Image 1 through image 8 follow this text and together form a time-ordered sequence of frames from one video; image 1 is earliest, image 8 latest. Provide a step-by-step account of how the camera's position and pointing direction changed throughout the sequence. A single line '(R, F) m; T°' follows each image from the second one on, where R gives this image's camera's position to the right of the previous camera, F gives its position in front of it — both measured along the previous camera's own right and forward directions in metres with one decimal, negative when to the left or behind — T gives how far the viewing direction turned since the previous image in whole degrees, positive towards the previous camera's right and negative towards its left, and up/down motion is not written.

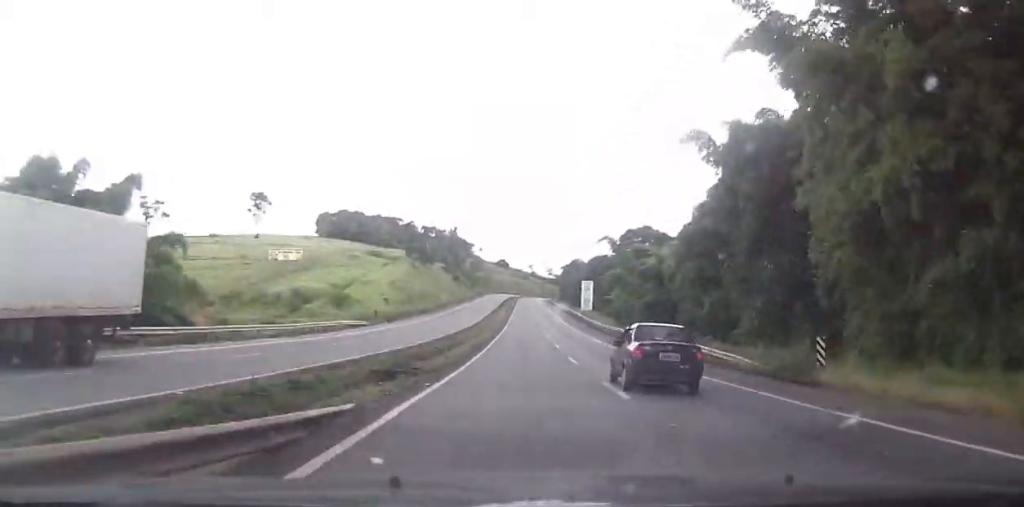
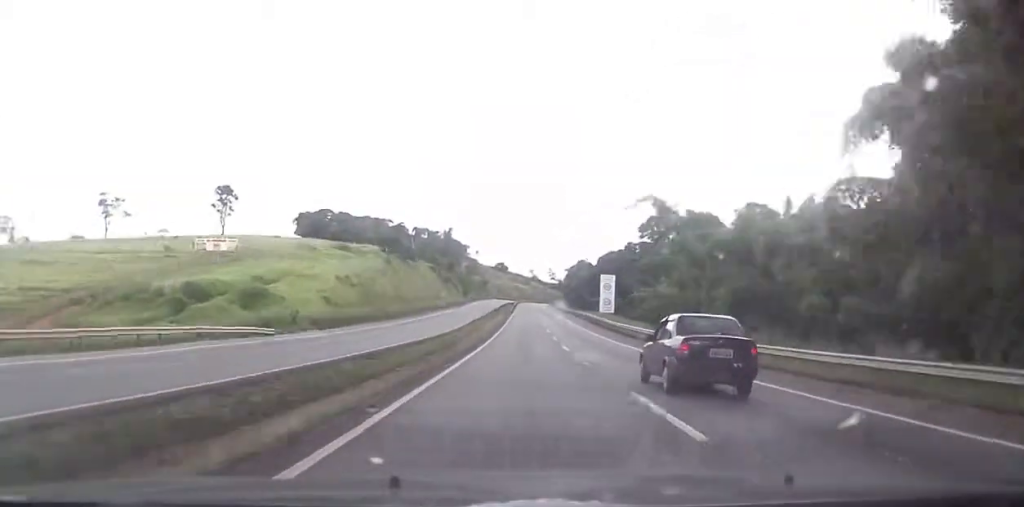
(-0.2, +28.8) m; 0°
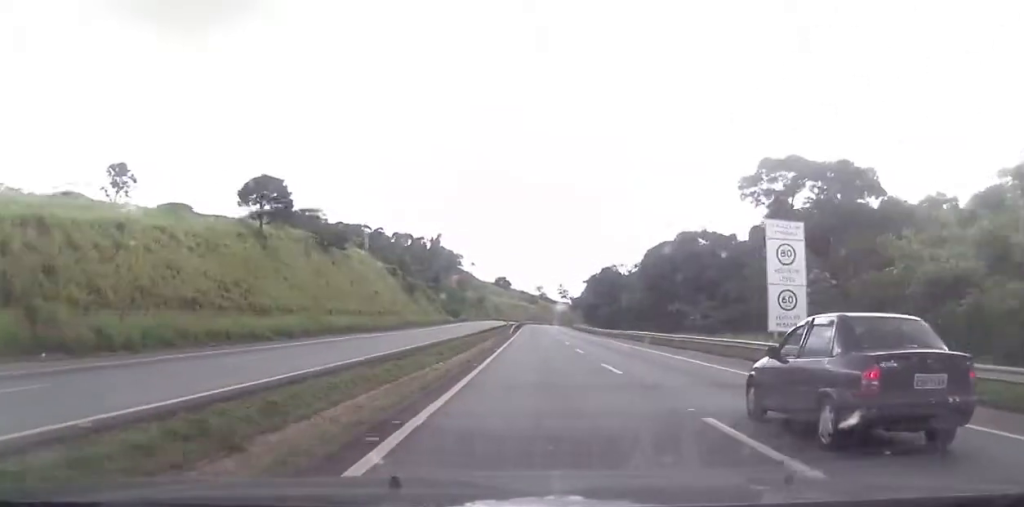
(+0.1, +63.5) m; 0°
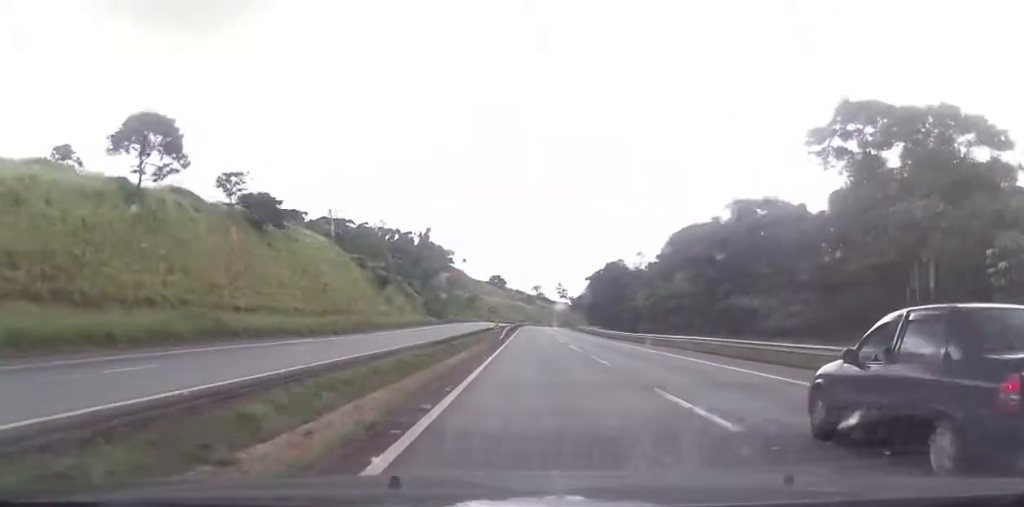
(-0.3, +21.0) m; 0°
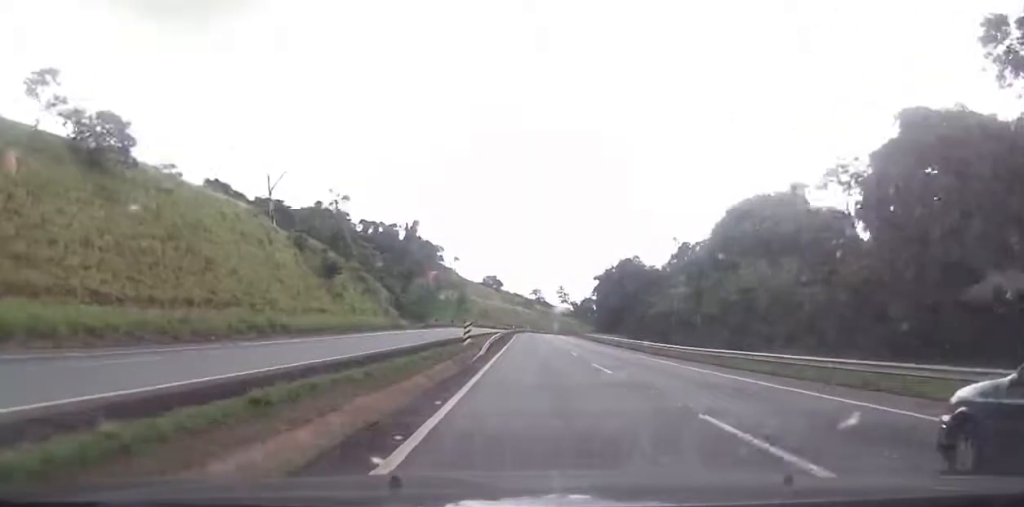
(+0.3, +27.2) m; 0°
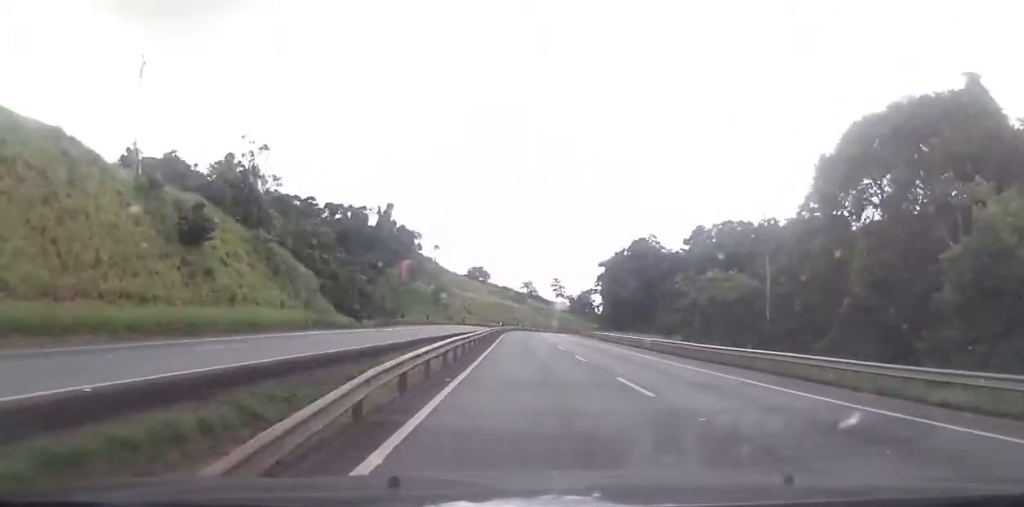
(0.0, +29.6) m; 0°
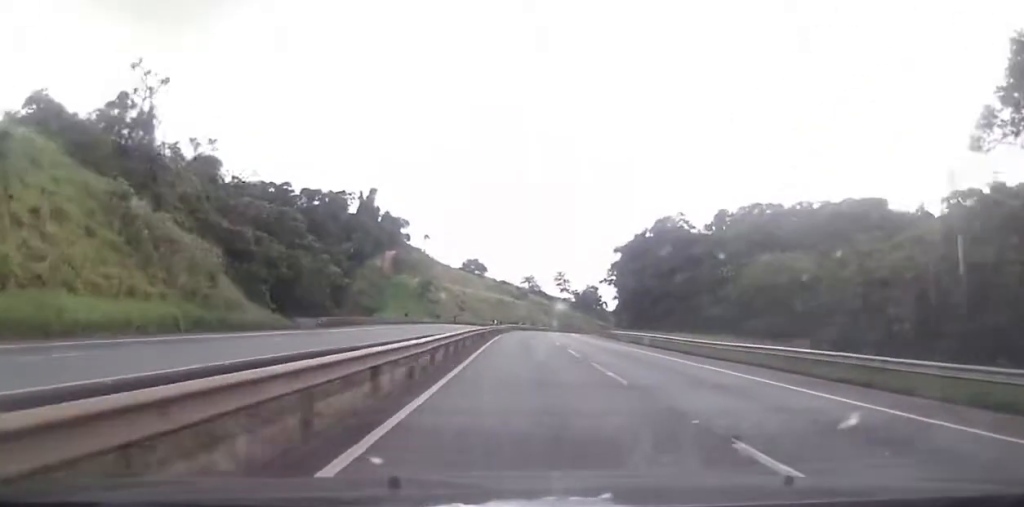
(-0.3, +22.2) m; 0°
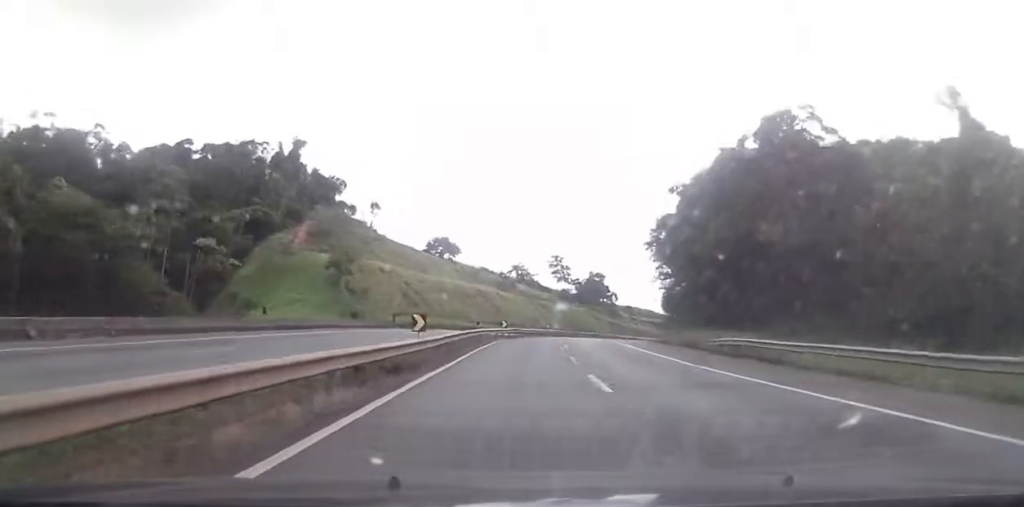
(+0.8, +52.3) m; +1°
